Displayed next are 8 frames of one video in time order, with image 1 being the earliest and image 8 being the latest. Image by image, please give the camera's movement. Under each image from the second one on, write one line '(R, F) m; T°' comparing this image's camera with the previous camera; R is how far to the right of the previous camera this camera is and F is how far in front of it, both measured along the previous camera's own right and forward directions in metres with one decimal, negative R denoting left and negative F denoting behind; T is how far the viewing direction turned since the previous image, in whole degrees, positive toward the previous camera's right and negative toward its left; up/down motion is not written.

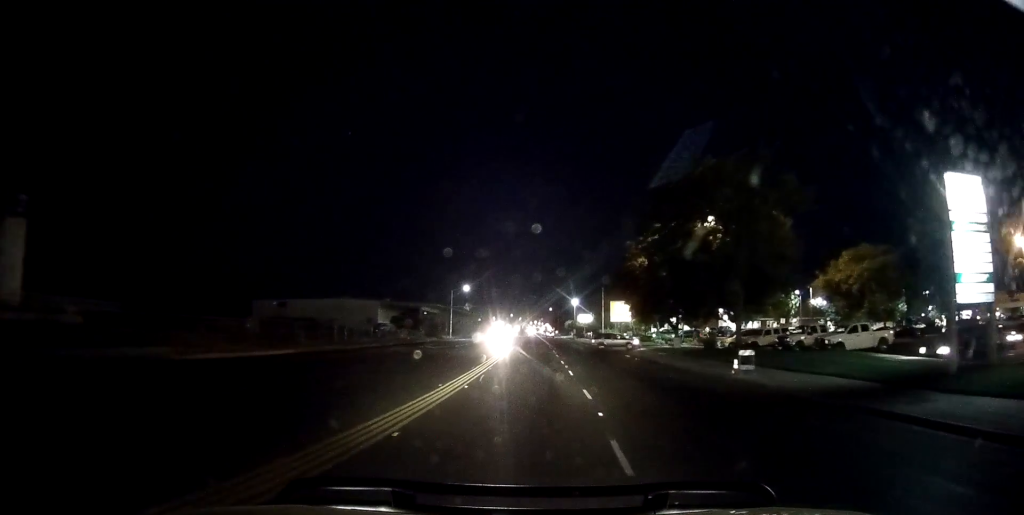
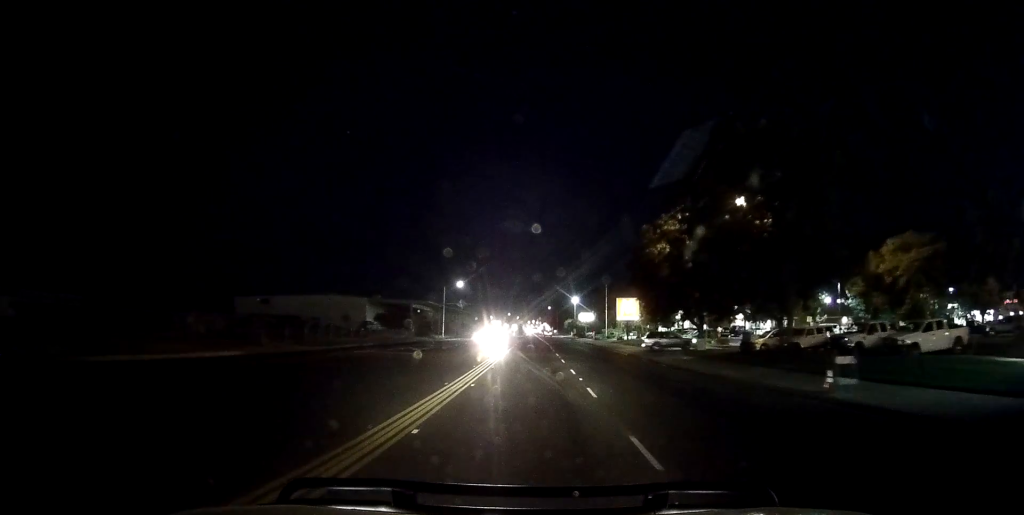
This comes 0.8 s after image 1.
(-0.3, +8.4) m; 0°
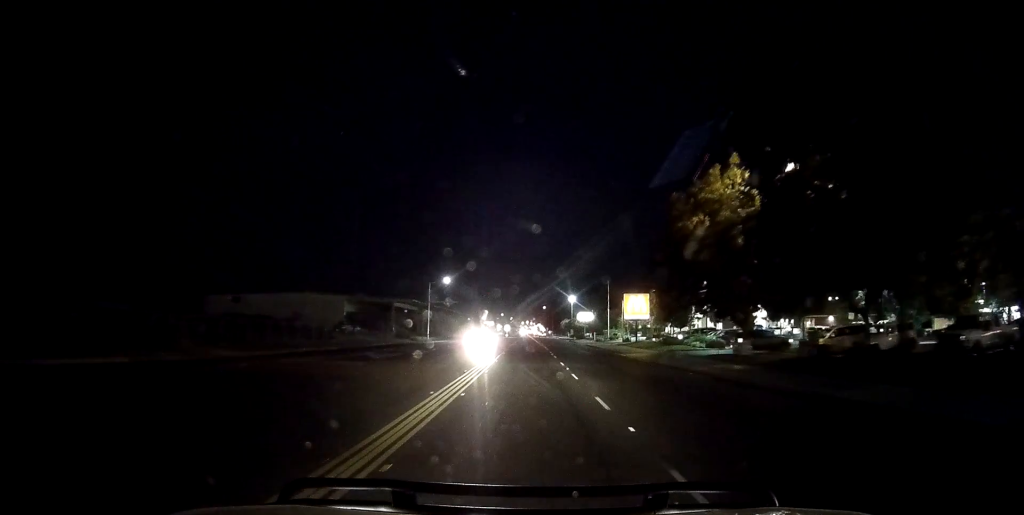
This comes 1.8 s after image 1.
(+0.1, +10.8) m; +1°
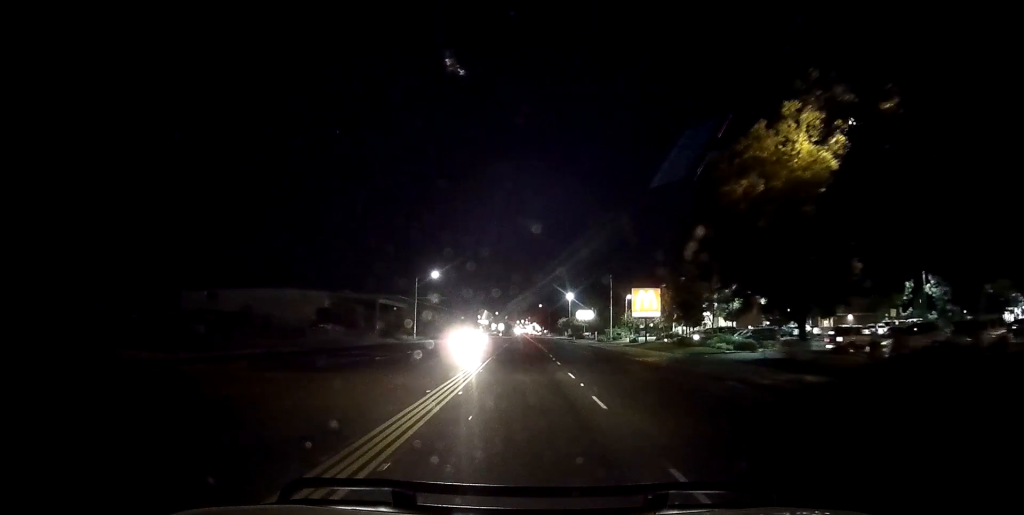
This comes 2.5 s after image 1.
(+0.2, +8.1) m; +1°
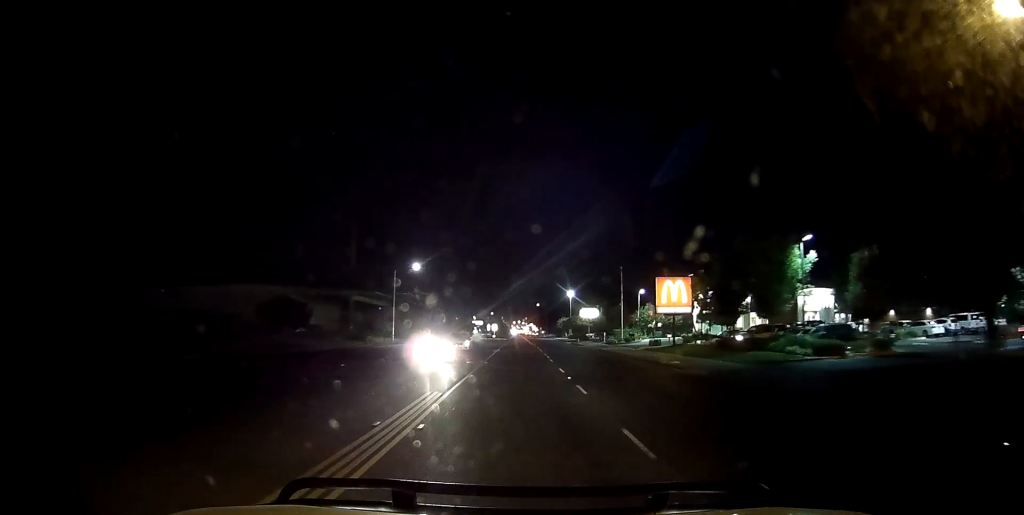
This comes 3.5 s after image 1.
(-0.2, +12.6) m; 0°
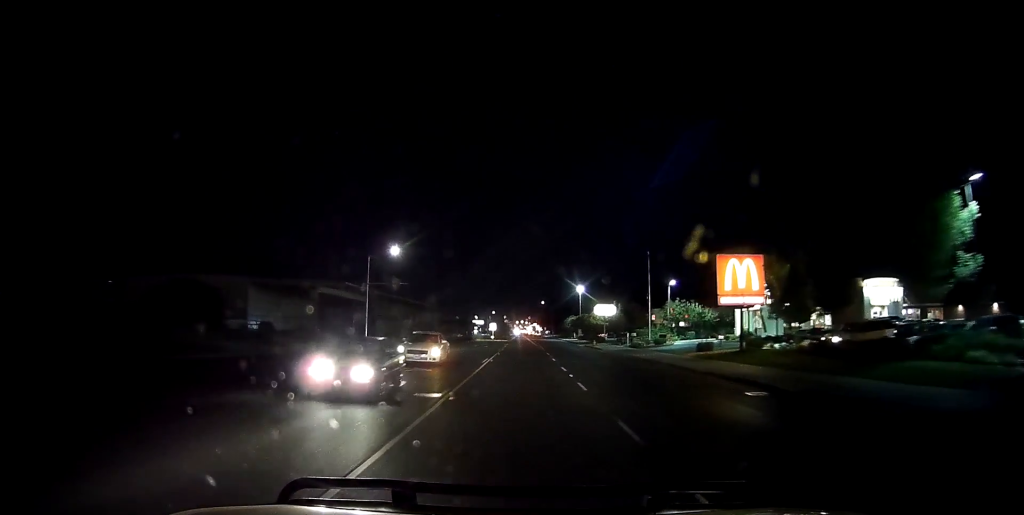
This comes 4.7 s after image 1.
(+0.3, +14.5) m; +1°
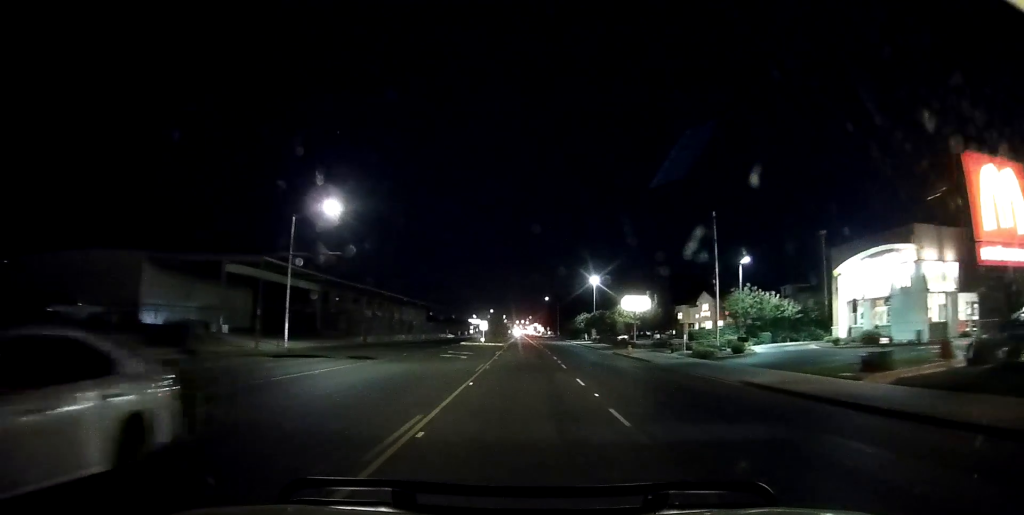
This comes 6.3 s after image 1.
(-0.5, +21.0) m; -1°
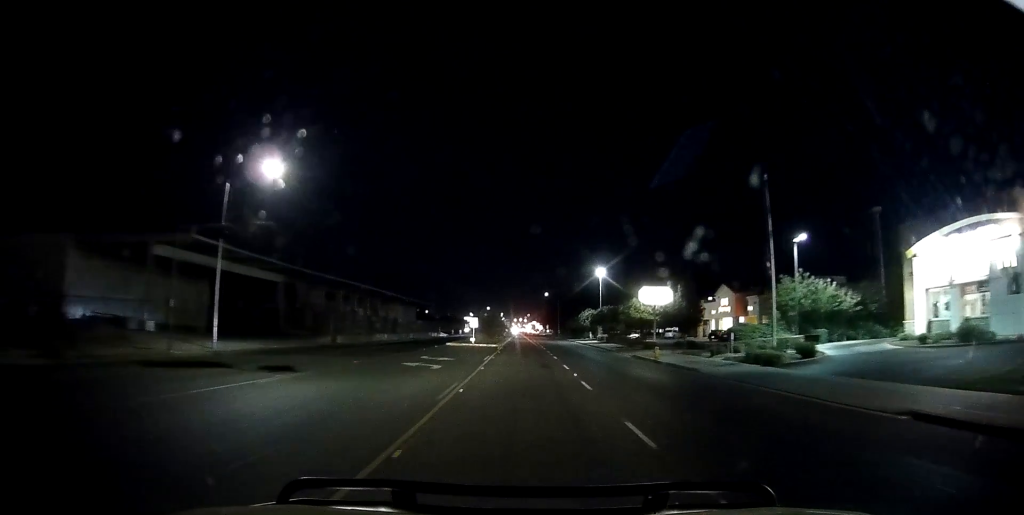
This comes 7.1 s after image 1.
(+0.5, +9.5) m; 0°
